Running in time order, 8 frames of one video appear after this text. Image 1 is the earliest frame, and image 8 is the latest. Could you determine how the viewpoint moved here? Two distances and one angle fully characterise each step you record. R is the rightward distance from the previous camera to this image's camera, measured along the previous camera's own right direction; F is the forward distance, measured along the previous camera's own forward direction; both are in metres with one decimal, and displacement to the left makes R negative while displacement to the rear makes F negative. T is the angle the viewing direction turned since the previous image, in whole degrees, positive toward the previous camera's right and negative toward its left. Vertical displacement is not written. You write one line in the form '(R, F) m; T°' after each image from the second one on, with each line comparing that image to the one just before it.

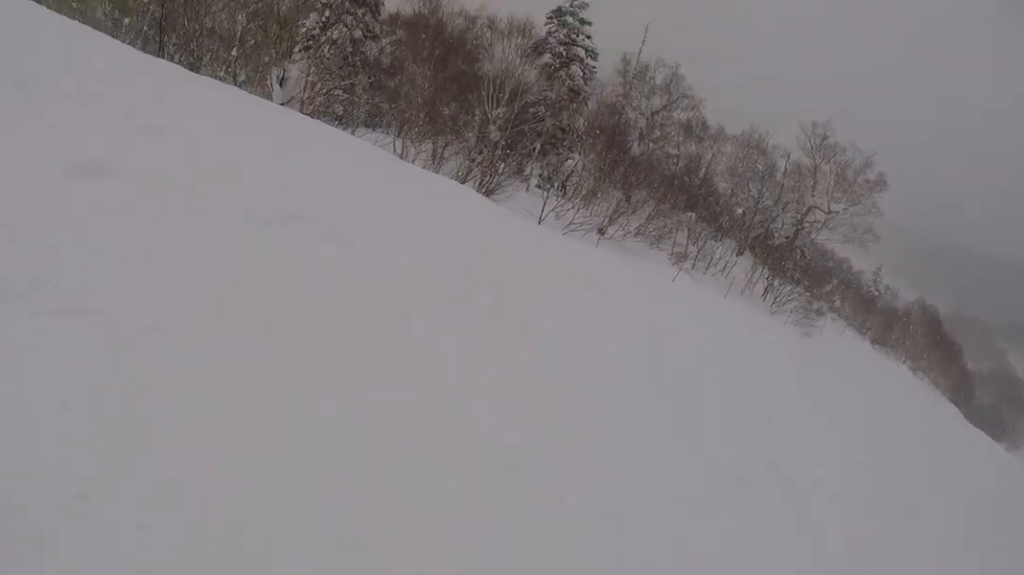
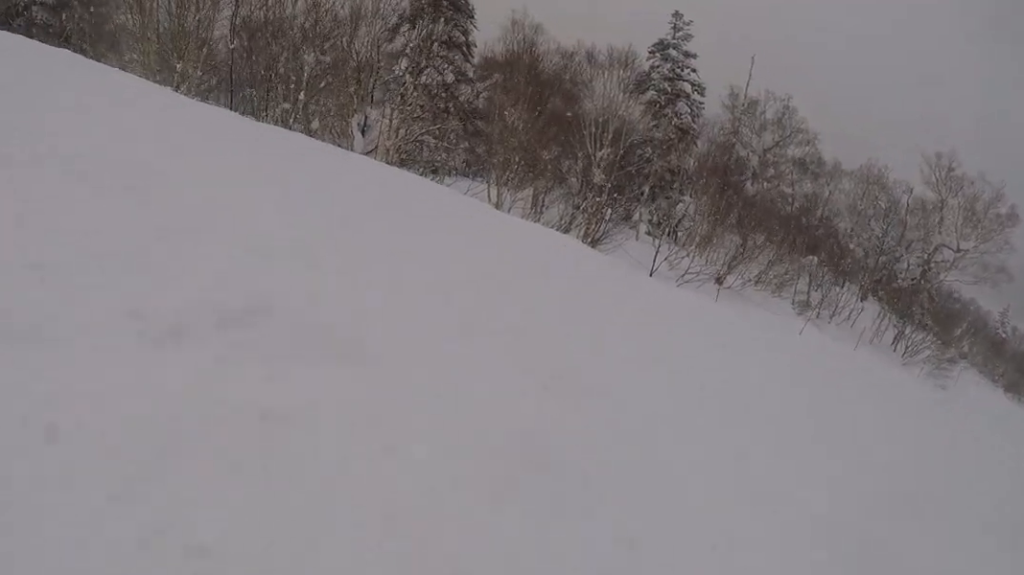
(-0.6, +2.5) m; -3°
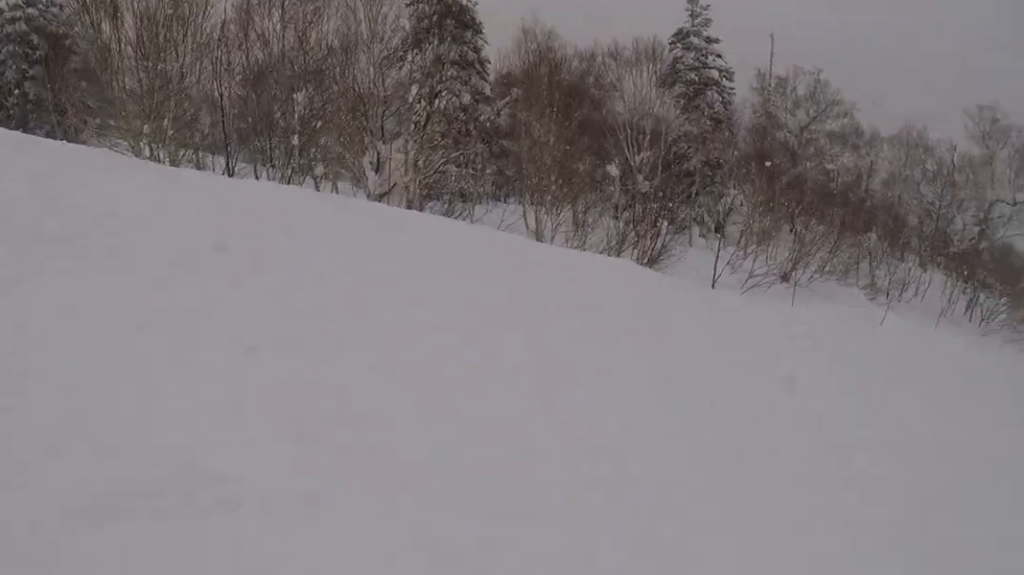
(+0.5, +3.1) m; +22°
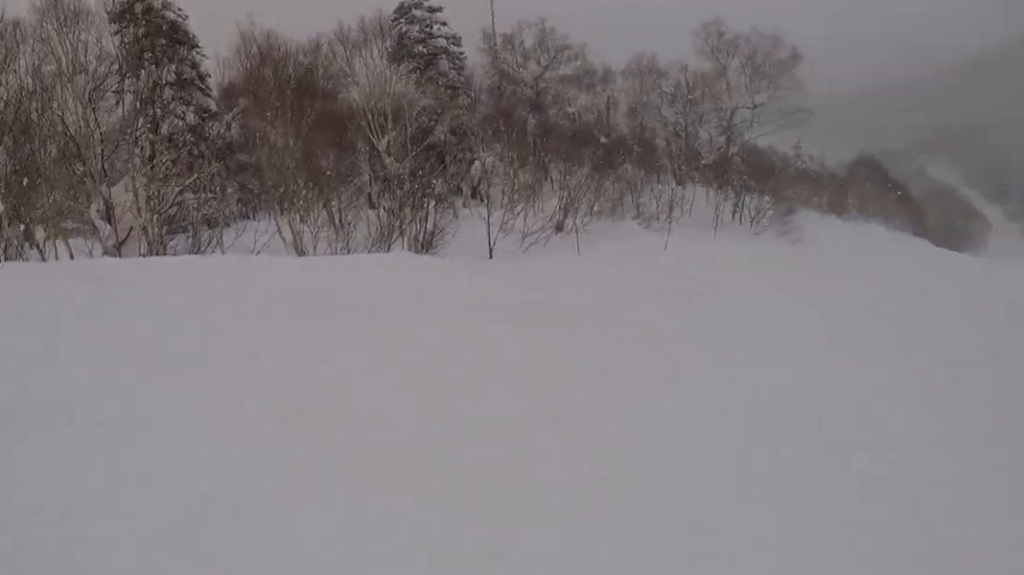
(-0.4, +2.1) m; +15°
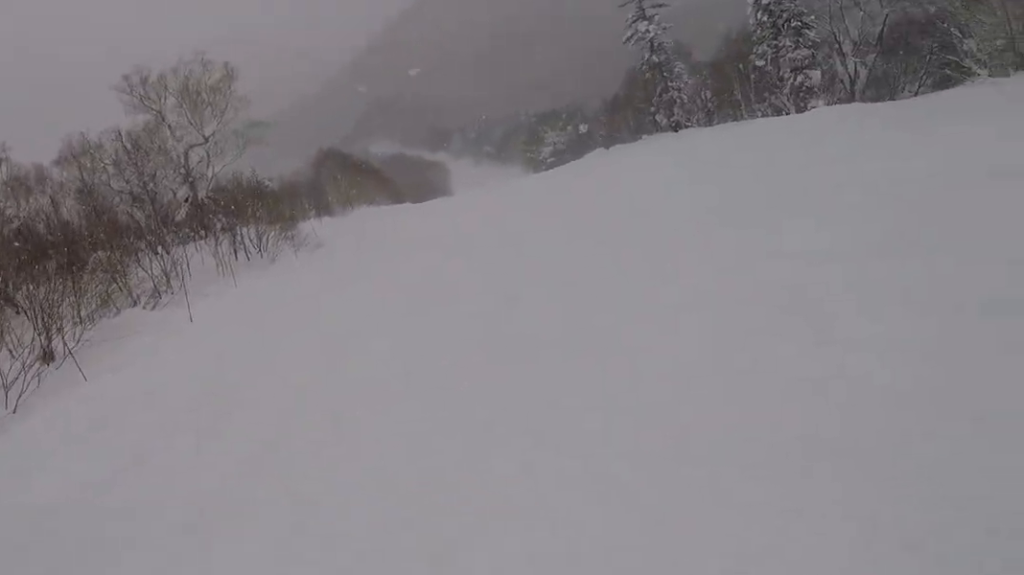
(+4.2, +7.4) m; +34°
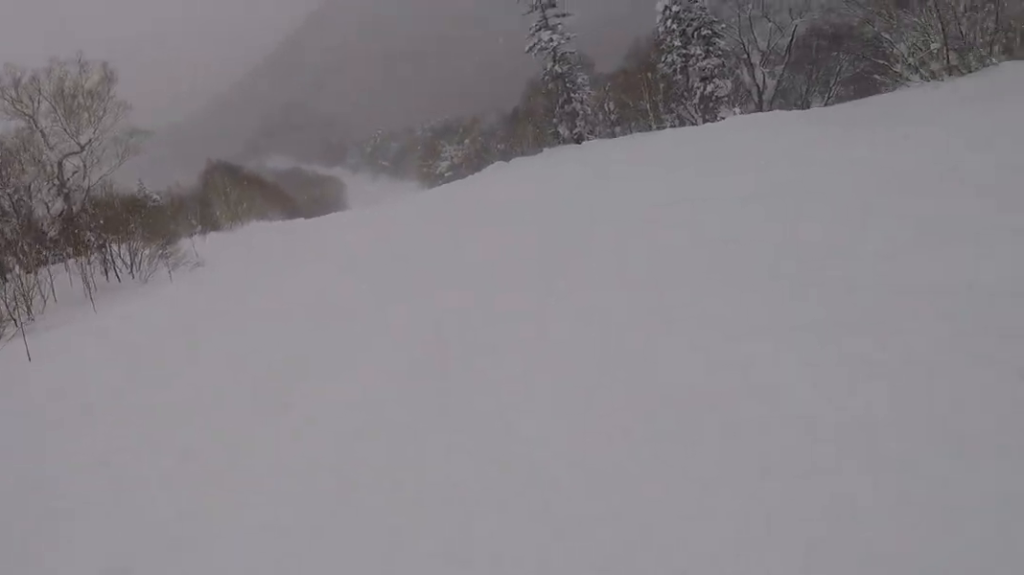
(+0.7, +3.3) m; 0°
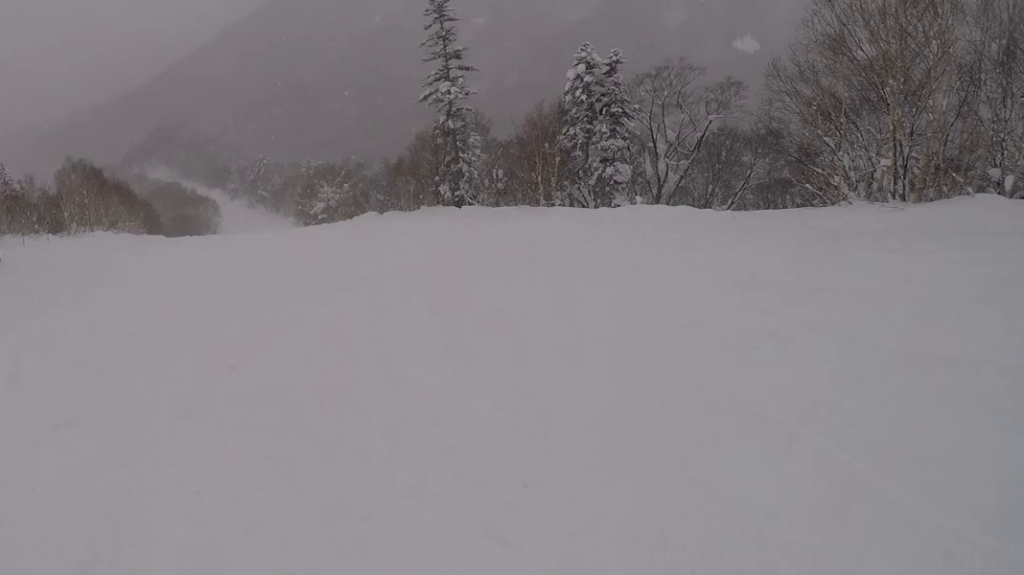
(-0.8, +5.2) m; -8°
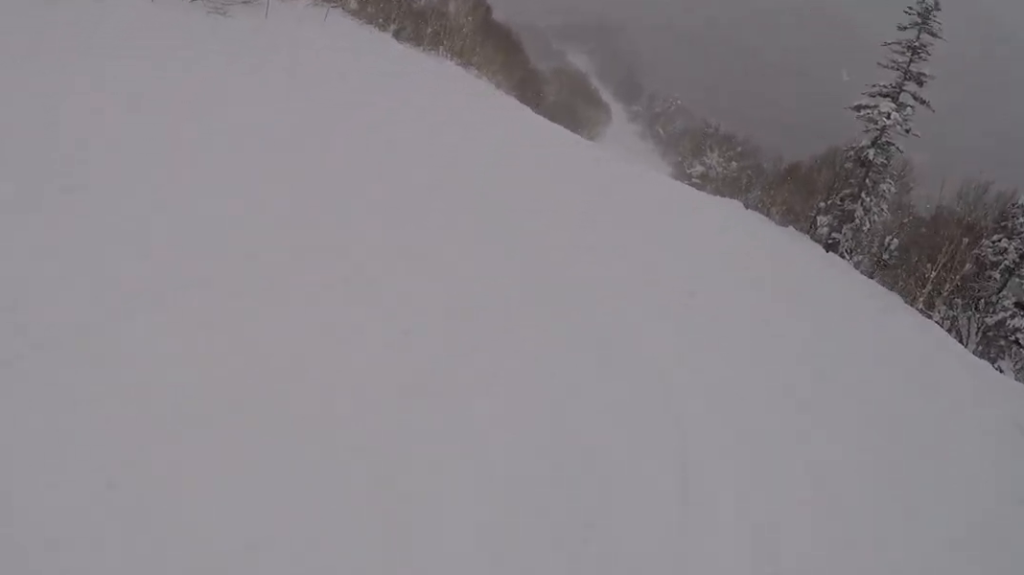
(-0.6, +8.0) m; -18°
